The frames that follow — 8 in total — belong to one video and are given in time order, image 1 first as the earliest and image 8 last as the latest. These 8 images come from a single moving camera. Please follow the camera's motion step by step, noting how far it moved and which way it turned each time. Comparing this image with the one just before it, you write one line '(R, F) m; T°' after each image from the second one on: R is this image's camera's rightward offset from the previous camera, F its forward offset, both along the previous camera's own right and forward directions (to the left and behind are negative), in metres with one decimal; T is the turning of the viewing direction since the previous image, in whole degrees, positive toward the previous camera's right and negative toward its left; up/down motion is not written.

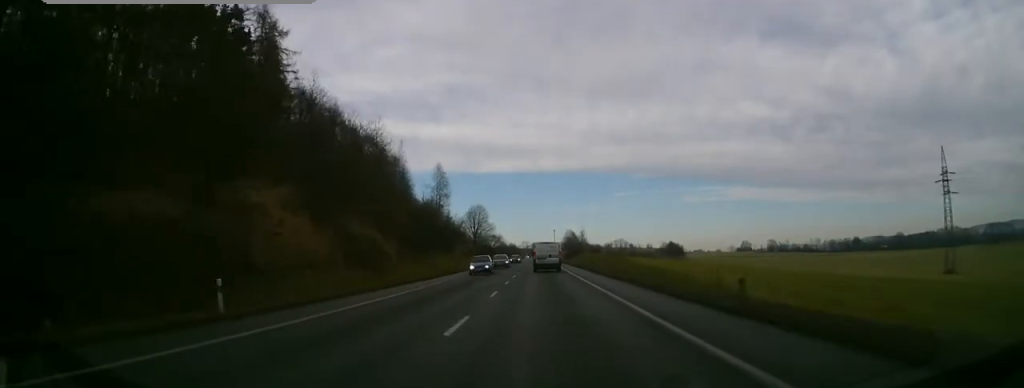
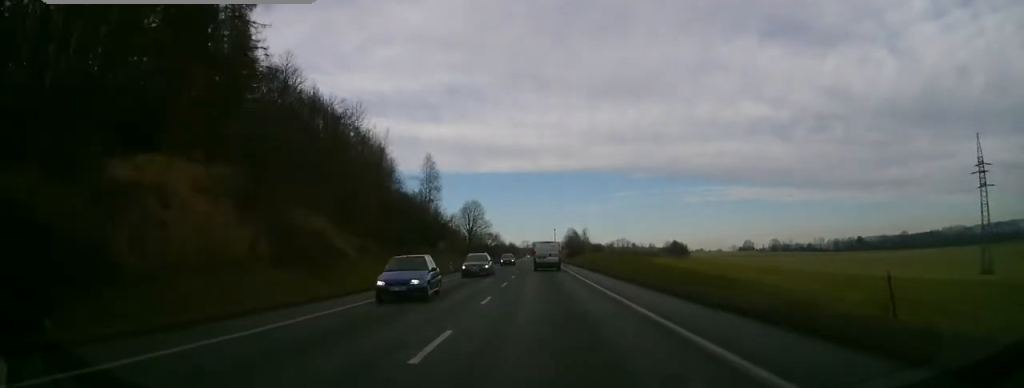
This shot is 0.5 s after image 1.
(0.0, +11.3) m; 0°
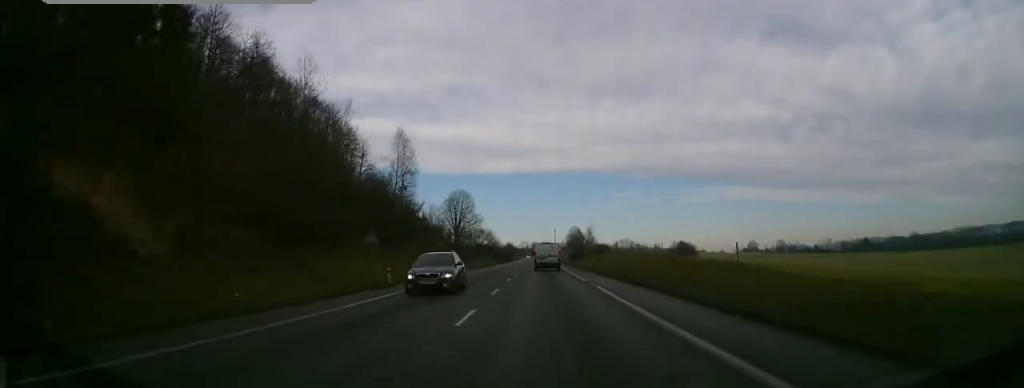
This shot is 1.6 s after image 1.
(+0.1, +22.4) m; -1°
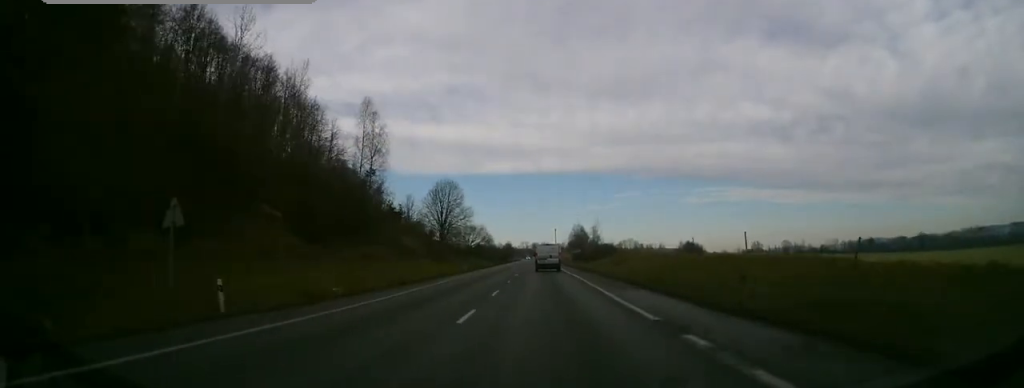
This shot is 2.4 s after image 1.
(-0.2, +17.2) m; 0°
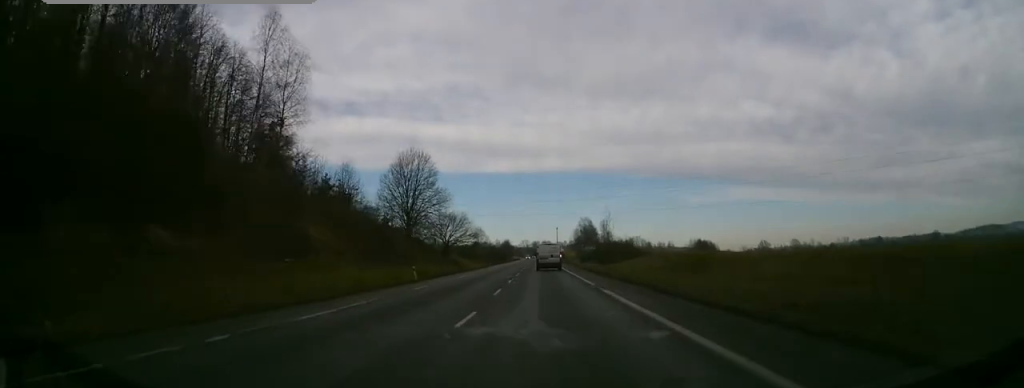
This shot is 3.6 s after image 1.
(0.0, +26.7) m; +1°
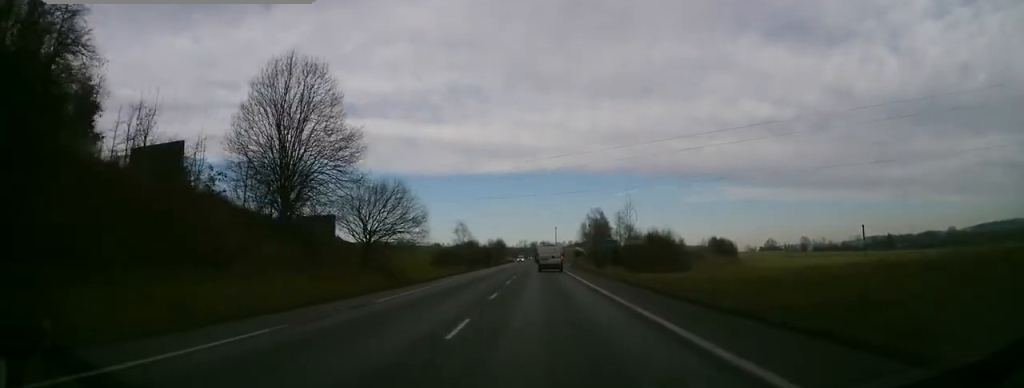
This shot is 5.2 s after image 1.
(+0.1, +35.9) m; 0°
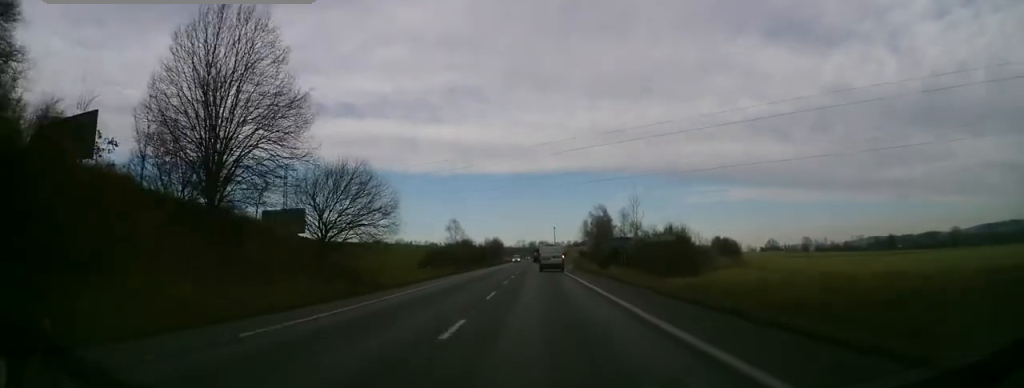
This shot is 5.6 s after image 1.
(0.0, +8.8) m; 0°
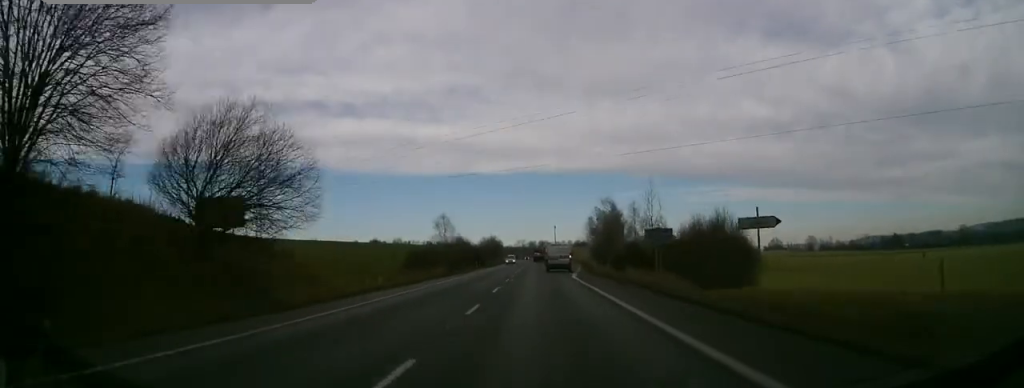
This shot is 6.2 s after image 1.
(0.0, +13.3) m; 0°
